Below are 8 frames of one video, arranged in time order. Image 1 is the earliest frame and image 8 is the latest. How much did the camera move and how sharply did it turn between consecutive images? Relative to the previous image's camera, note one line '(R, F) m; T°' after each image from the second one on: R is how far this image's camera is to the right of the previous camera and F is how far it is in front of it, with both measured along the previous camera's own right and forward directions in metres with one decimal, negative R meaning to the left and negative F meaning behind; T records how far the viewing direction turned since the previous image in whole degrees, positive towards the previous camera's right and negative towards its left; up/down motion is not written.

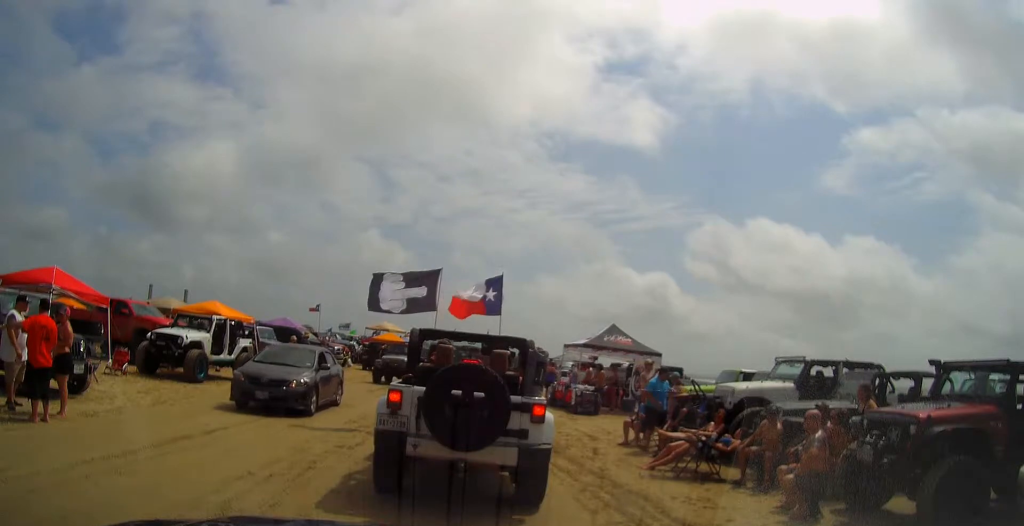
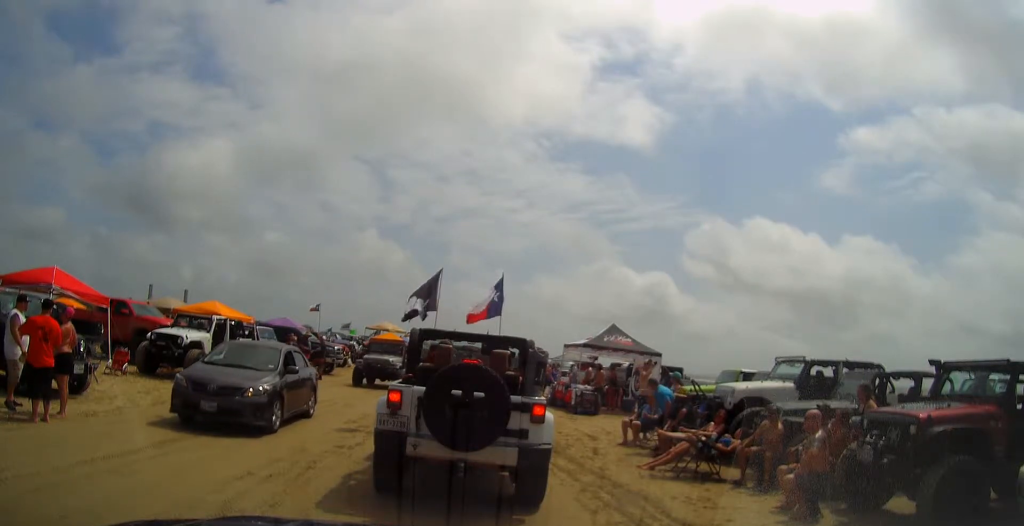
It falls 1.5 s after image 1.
(0.0, 0.0) m; 0°
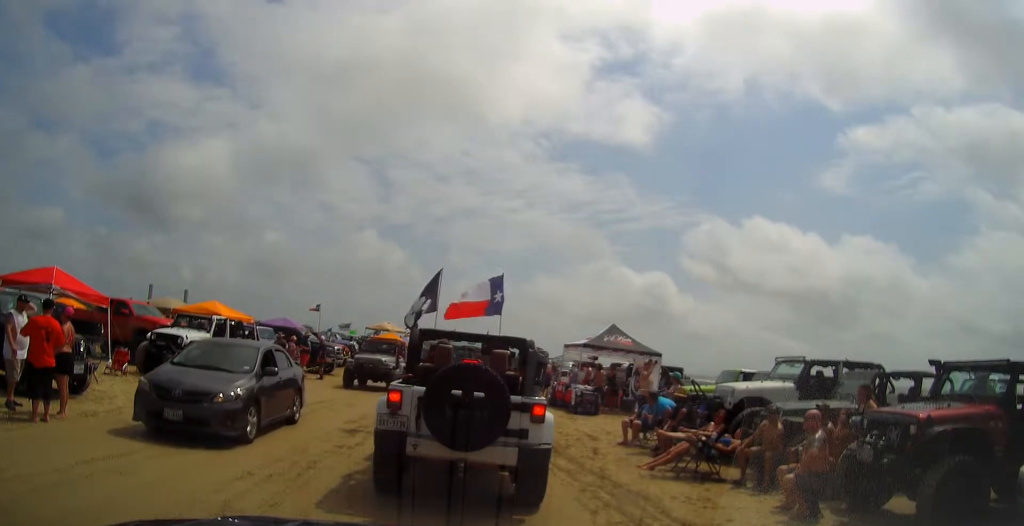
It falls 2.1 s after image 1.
(0.0, 0.0) m; 0°
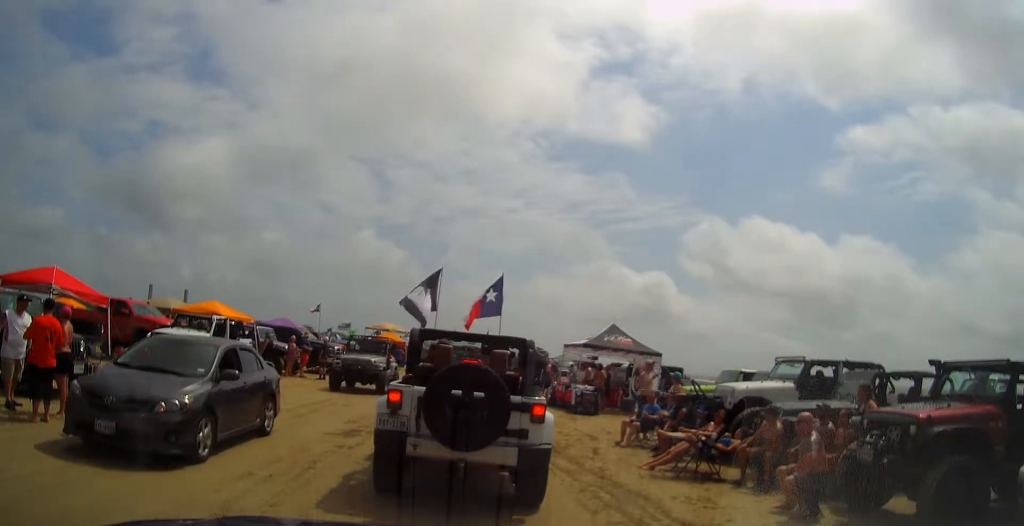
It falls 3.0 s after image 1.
(0.0, 0.0) m; 0°
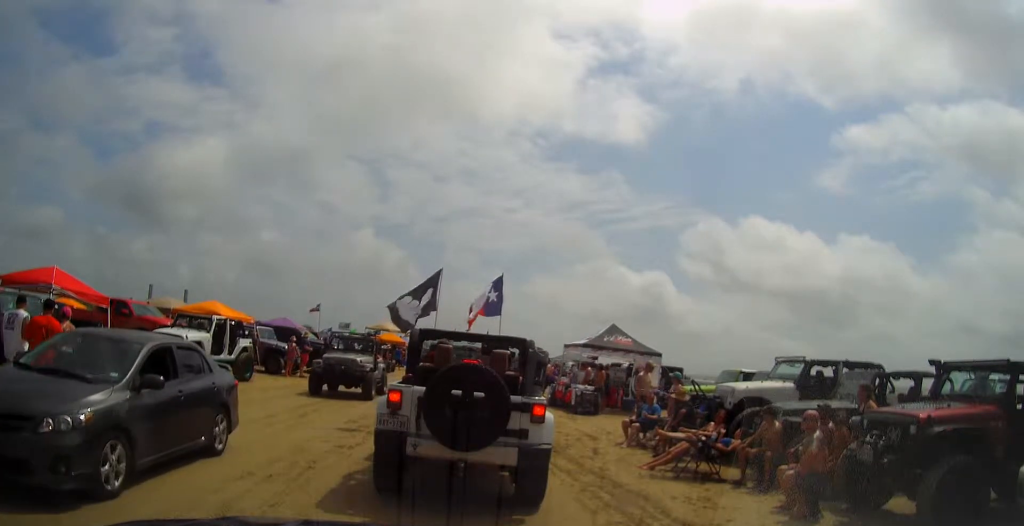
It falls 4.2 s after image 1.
(0.0, 0.0) m; 0°
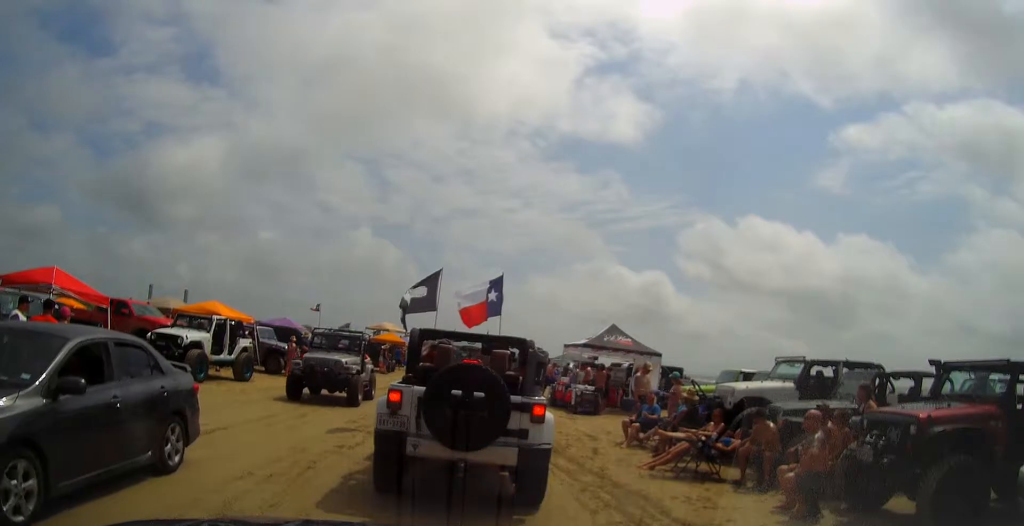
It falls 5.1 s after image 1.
(0.0, 0.0) m; 0°
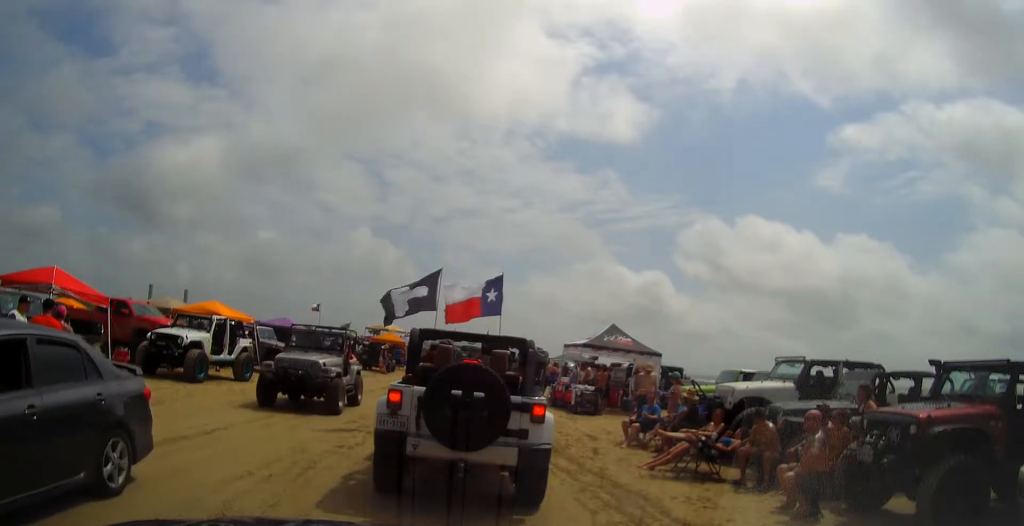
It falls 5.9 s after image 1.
(0.0, 0.0) m; 0°
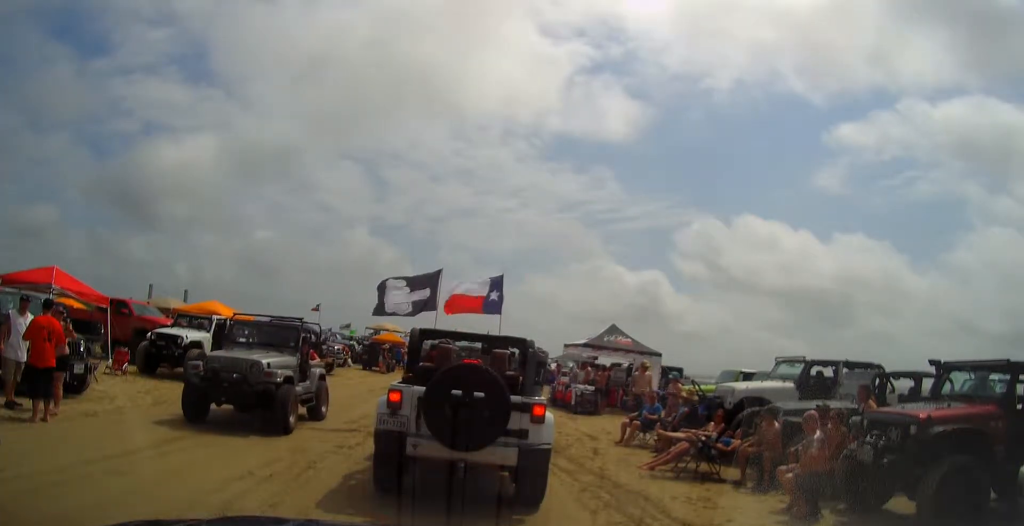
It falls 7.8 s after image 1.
(0.0, 0.0) m; 0°
